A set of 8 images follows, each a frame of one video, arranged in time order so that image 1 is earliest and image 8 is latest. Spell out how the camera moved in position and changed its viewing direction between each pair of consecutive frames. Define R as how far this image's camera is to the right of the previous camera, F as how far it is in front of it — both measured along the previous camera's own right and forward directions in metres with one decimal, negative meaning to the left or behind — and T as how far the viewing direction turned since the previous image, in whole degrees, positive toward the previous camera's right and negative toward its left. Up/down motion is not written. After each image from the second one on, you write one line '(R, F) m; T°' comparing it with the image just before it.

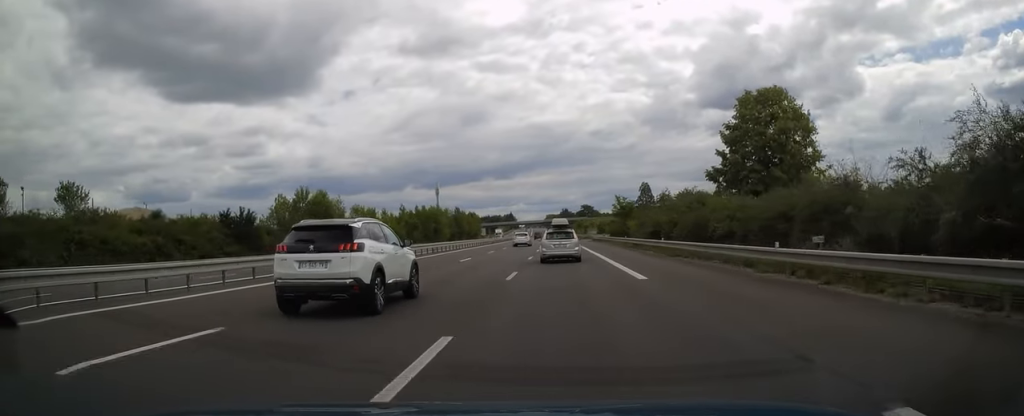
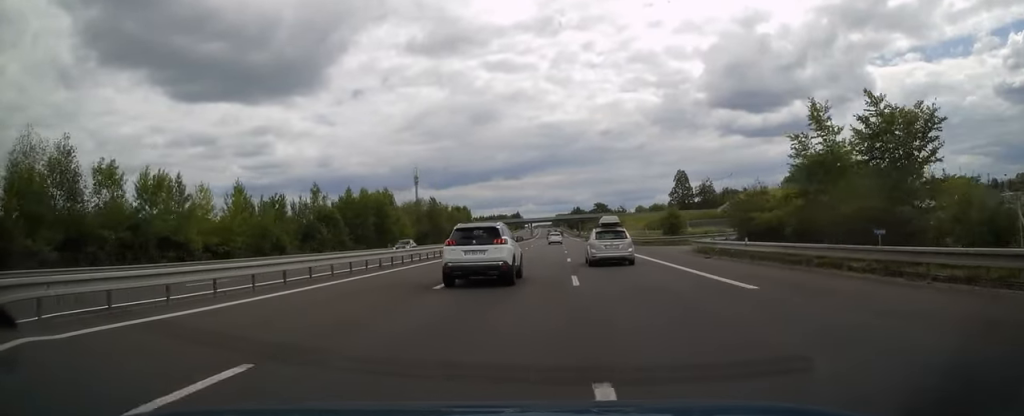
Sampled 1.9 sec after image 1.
(-0.6, +54.4) m; -1°
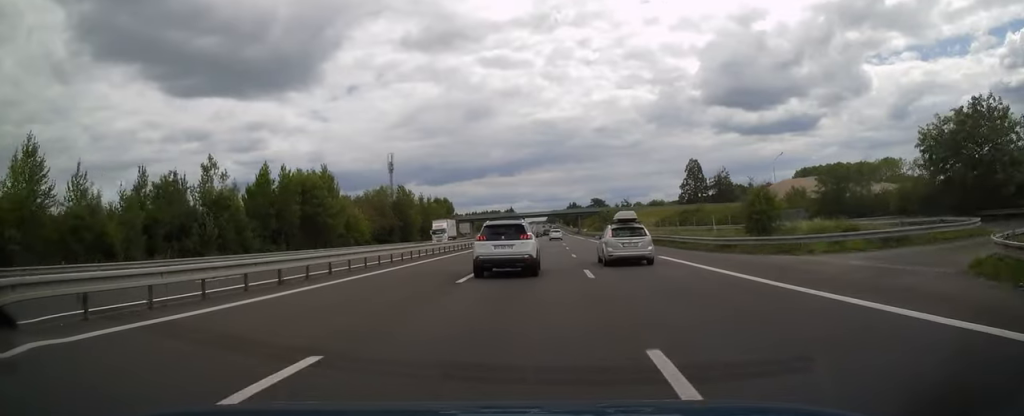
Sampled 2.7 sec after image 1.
(-0.1, +24.9) m; 0°
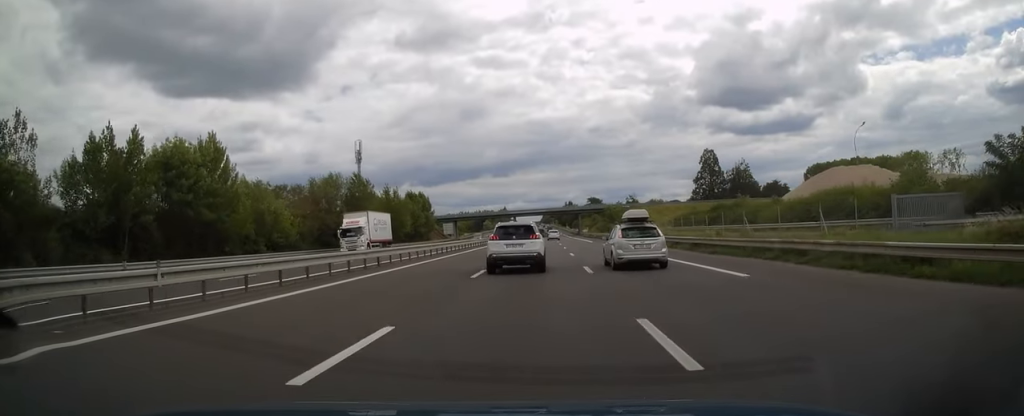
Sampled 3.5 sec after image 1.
(0.0, +24.1) m; 0°
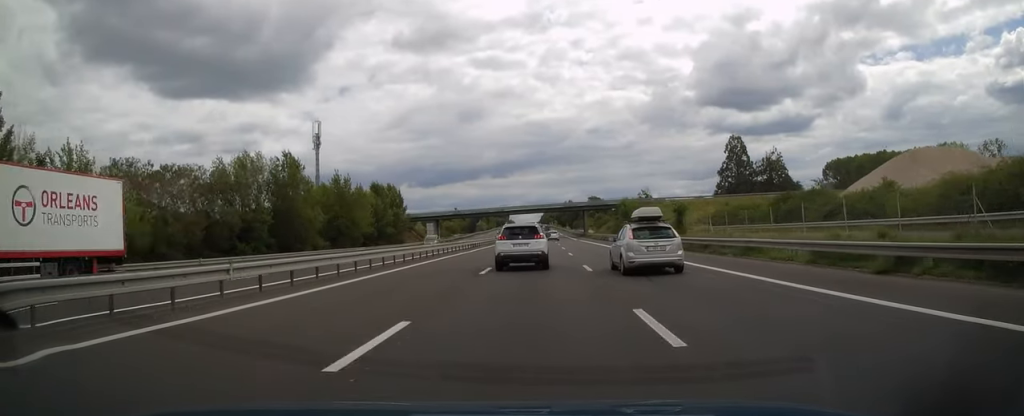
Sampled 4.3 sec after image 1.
(+0.1, +25.2) m; 0°
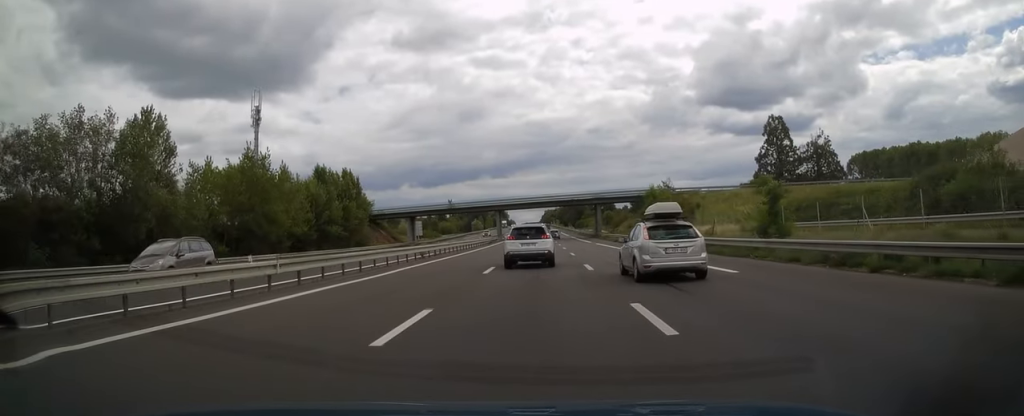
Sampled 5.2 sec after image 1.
(+0.1, +25.4) m; 0°
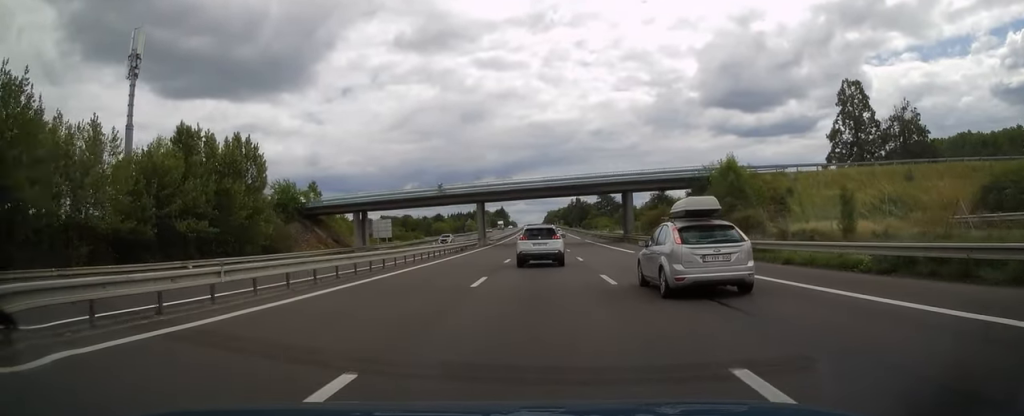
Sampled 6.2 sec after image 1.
(0.0, +30.8) m; 0°
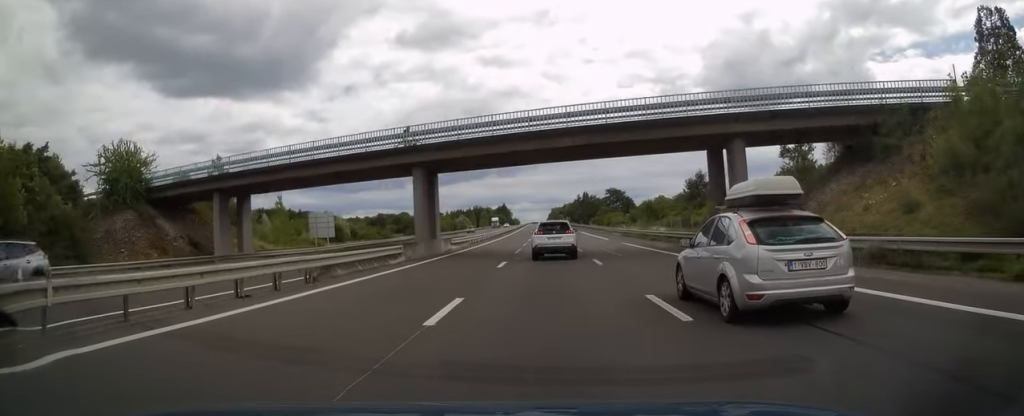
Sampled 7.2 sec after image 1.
(0.0, +33.2) m; 0°
